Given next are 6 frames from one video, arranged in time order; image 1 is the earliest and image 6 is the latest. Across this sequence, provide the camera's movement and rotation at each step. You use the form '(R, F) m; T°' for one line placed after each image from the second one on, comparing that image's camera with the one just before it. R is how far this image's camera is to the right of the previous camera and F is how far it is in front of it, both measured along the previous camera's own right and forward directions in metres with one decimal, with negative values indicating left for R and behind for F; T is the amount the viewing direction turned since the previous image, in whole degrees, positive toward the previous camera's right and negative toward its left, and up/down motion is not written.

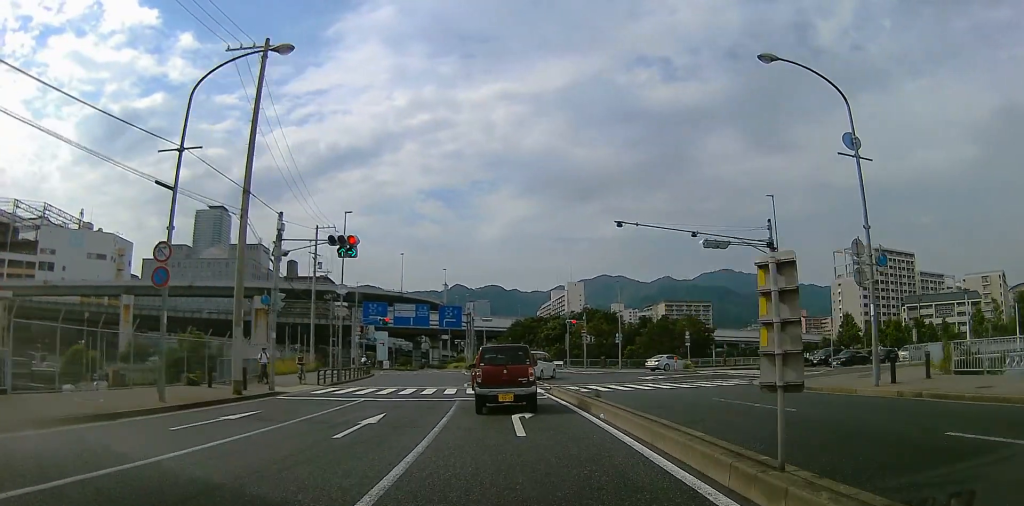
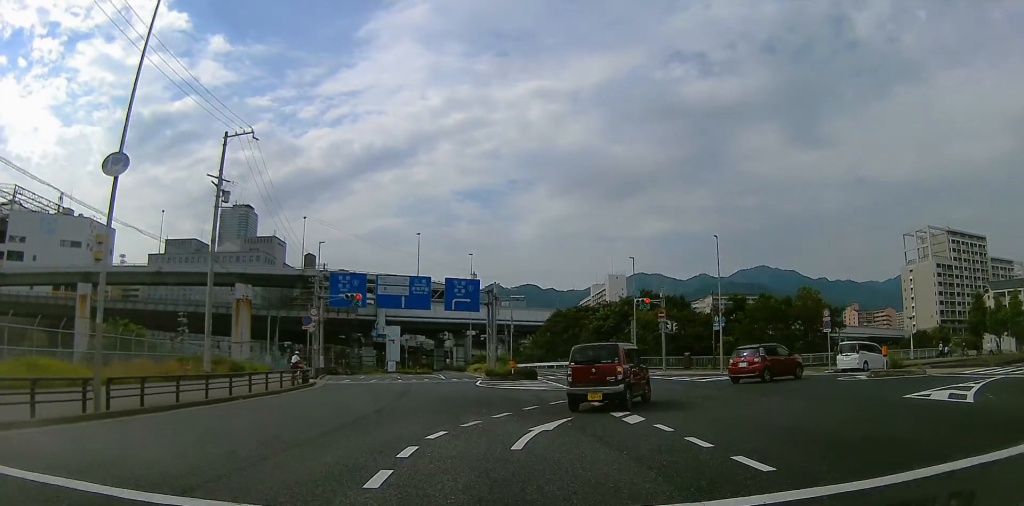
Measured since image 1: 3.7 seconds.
(-0.4, +27.0) m; -8°
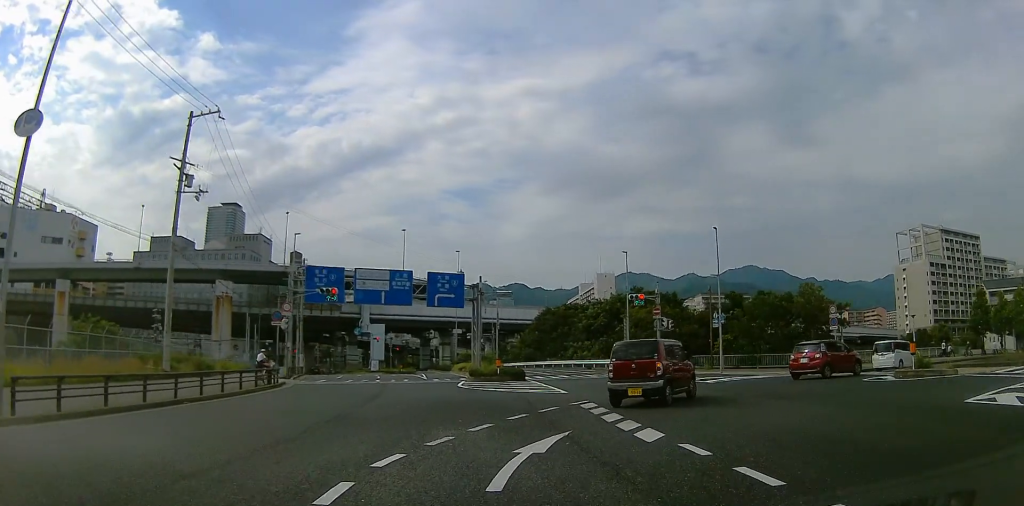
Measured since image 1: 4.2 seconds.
(0.0, +3.0) m; 0°
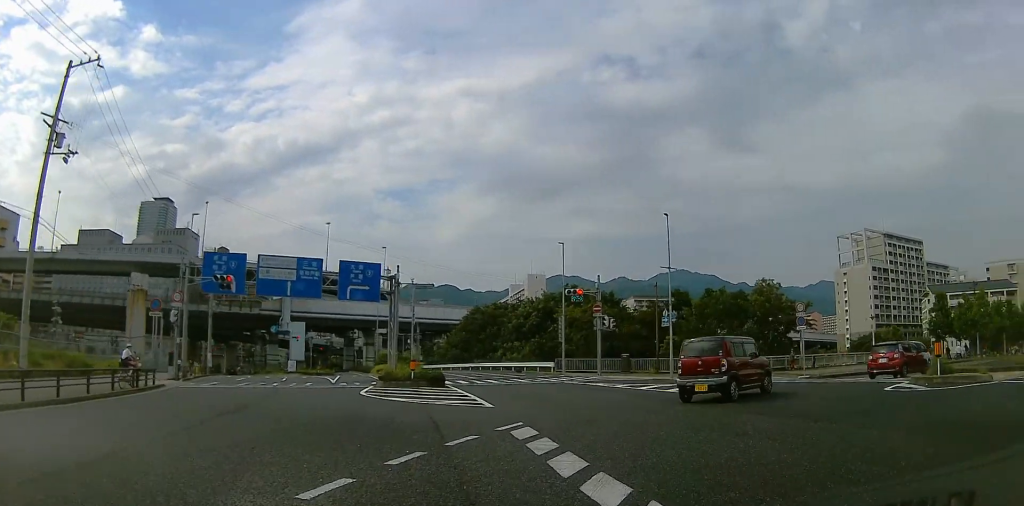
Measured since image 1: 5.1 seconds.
(0.0, +5.8) m; 0°
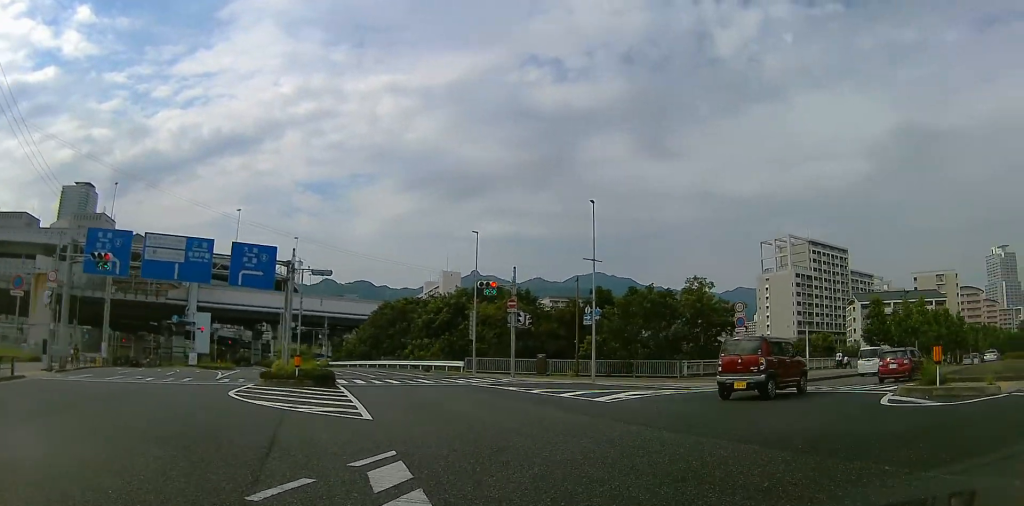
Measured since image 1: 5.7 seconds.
(0.0, +4.3) m; +6°
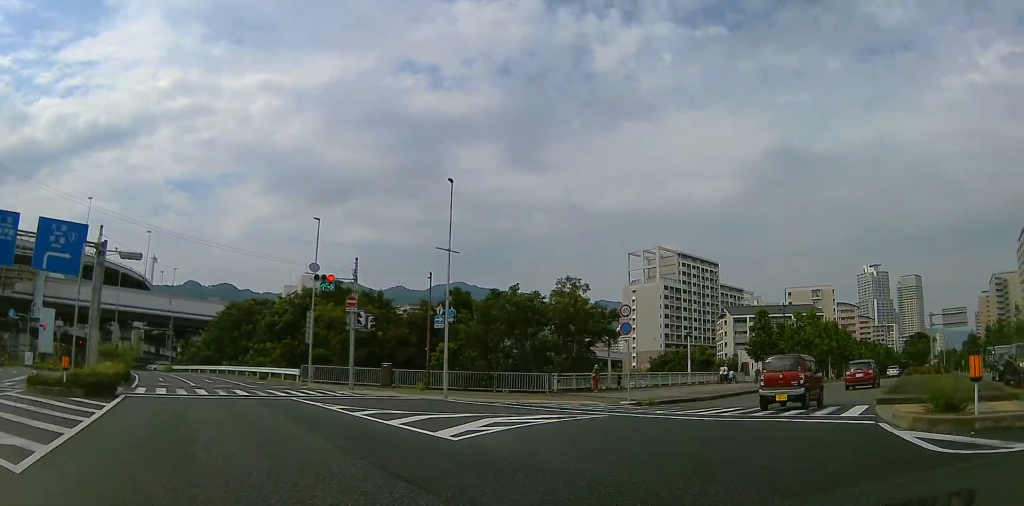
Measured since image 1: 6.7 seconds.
(+0.6, +6.3) m; +17°
